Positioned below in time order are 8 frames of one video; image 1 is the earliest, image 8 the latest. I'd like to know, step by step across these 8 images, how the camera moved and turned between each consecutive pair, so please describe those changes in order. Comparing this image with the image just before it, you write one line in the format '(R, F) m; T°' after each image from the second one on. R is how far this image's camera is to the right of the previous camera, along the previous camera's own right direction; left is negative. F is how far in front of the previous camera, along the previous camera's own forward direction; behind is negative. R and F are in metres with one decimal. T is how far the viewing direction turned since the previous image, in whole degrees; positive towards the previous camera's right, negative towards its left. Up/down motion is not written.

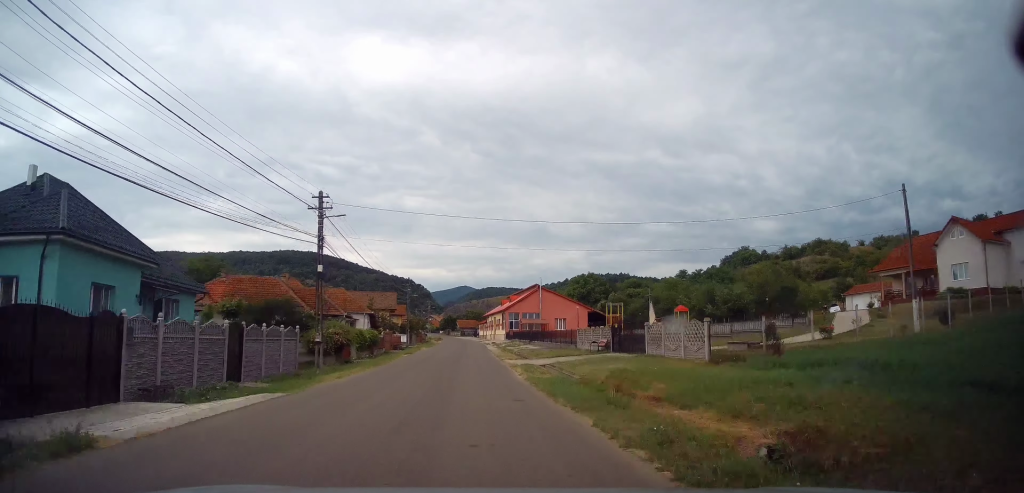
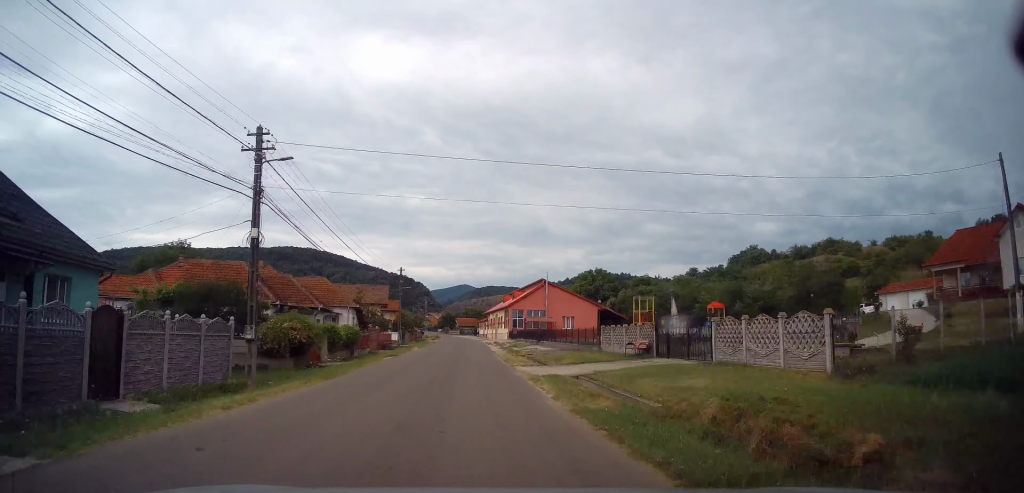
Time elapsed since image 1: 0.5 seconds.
(+0.2, +7.2) m; 0°
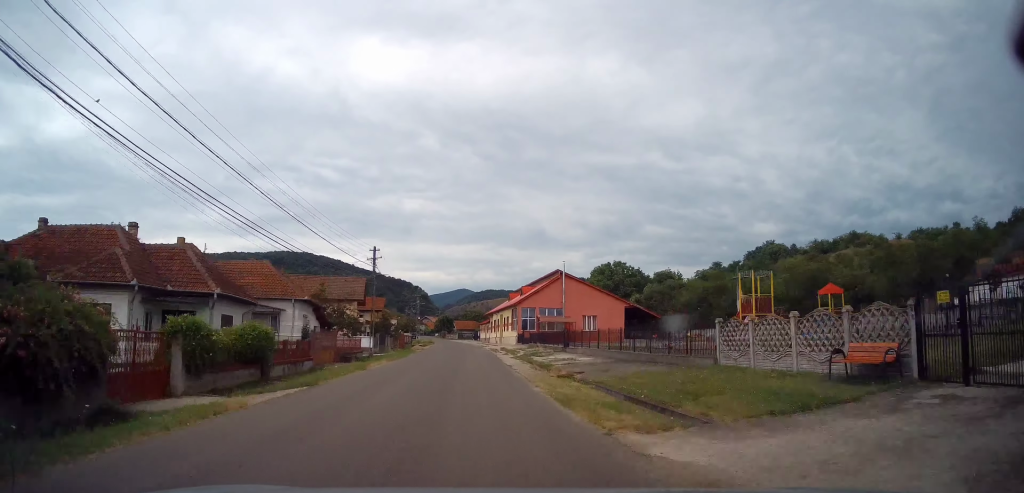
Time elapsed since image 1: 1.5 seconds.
(-0.4, +15.0) m; +1°
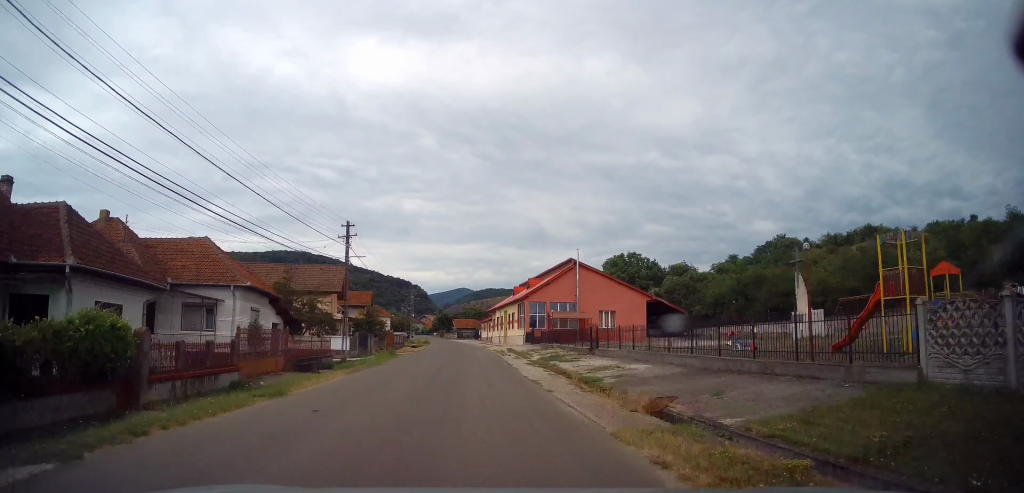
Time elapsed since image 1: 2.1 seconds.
(+0.4, +8.7) m; 0°
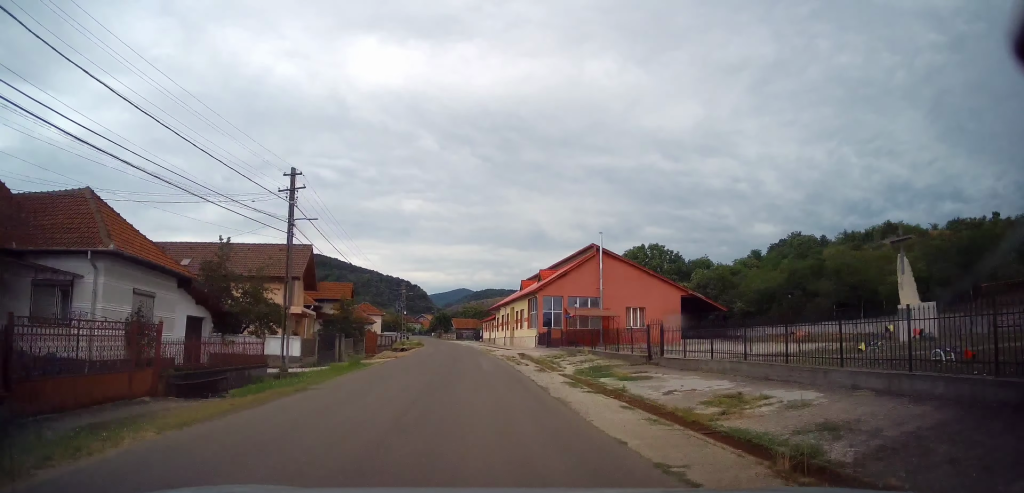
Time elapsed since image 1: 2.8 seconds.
(+0.1, +10.2) m; -1°
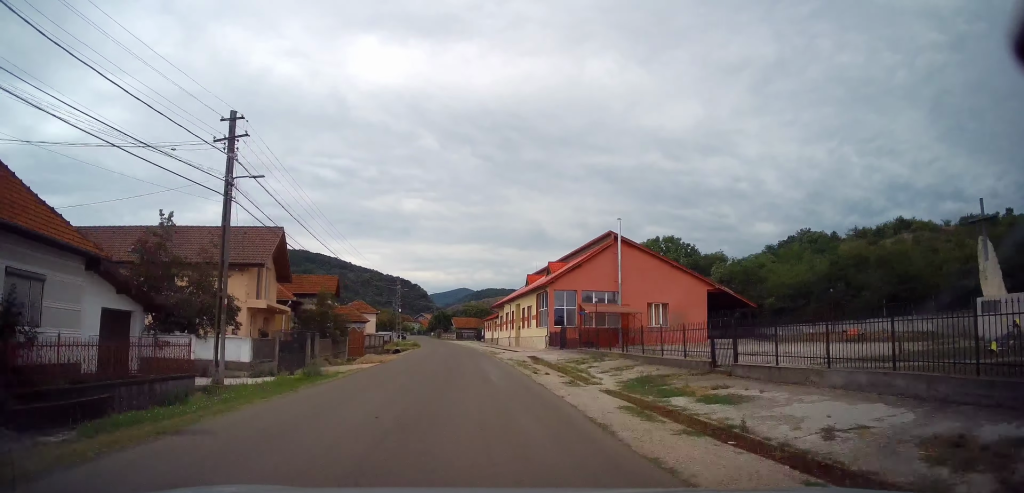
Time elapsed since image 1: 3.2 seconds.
(-0.1, +5.8) m; -1°
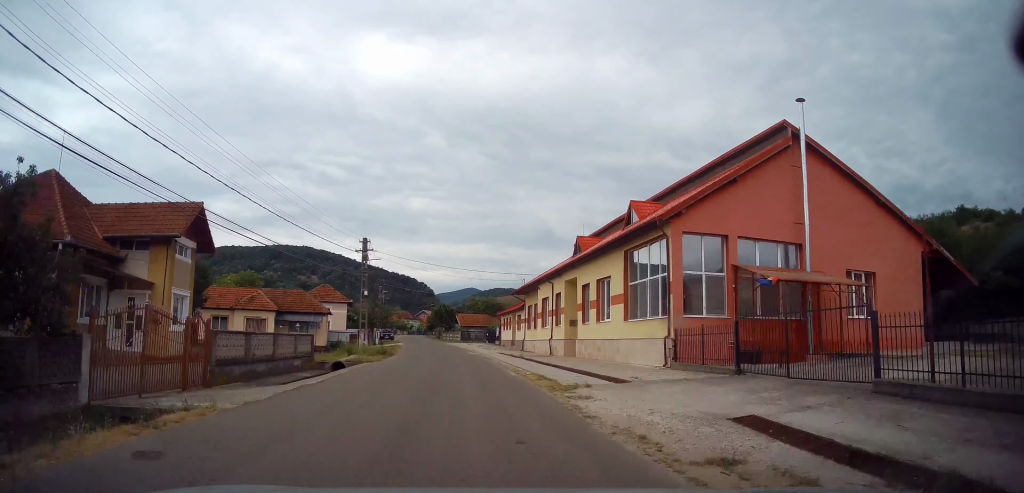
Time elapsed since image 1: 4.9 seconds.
(-0.4, +24.3) m; -1°
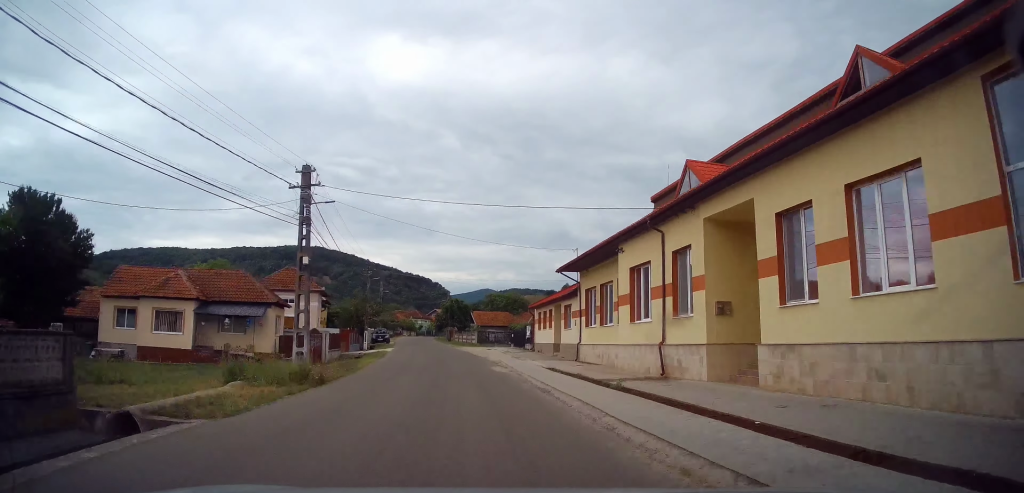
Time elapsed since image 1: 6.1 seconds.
(+0.1, +17.0) m; -1°
